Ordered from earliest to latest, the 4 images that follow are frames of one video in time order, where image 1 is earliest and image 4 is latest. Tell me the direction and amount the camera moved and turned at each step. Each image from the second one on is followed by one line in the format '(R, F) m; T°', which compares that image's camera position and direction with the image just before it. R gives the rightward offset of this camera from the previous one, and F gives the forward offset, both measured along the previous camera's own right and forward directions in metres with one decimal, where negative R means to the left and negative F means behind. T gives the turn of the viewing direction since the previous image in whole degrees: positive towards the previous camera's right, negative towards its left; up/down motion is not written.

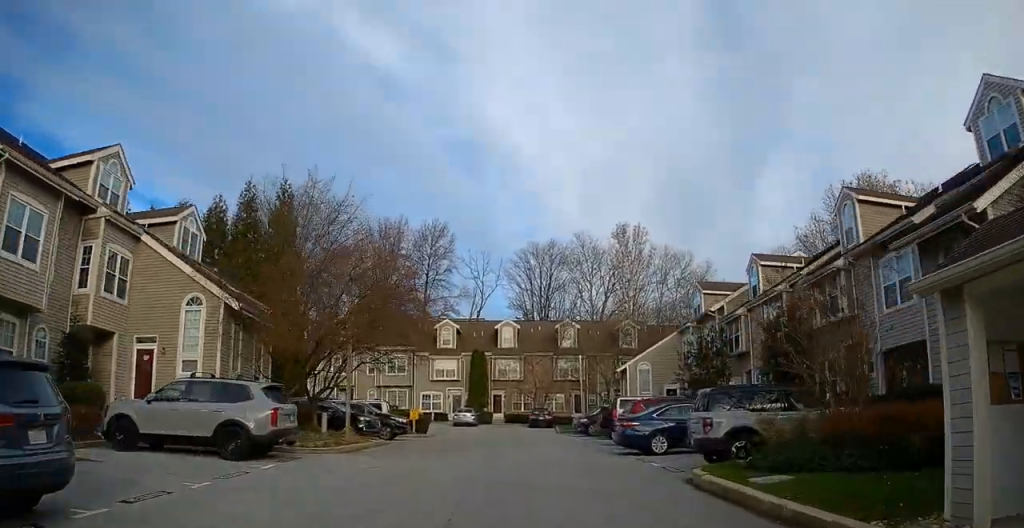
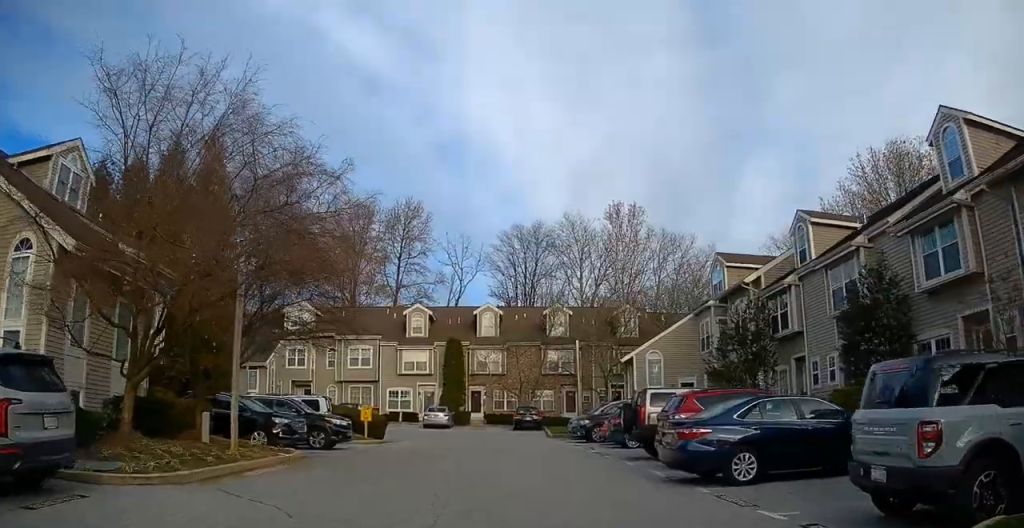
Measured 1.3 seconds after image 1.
(+0.1, +7.9) m; +2°
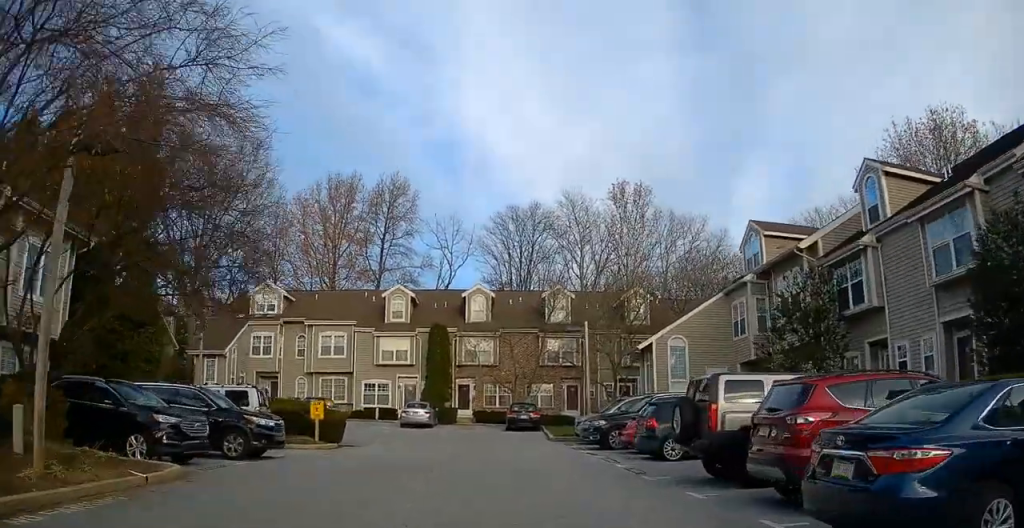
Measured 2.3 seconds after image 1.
(0.0, +6.3) m; +1°
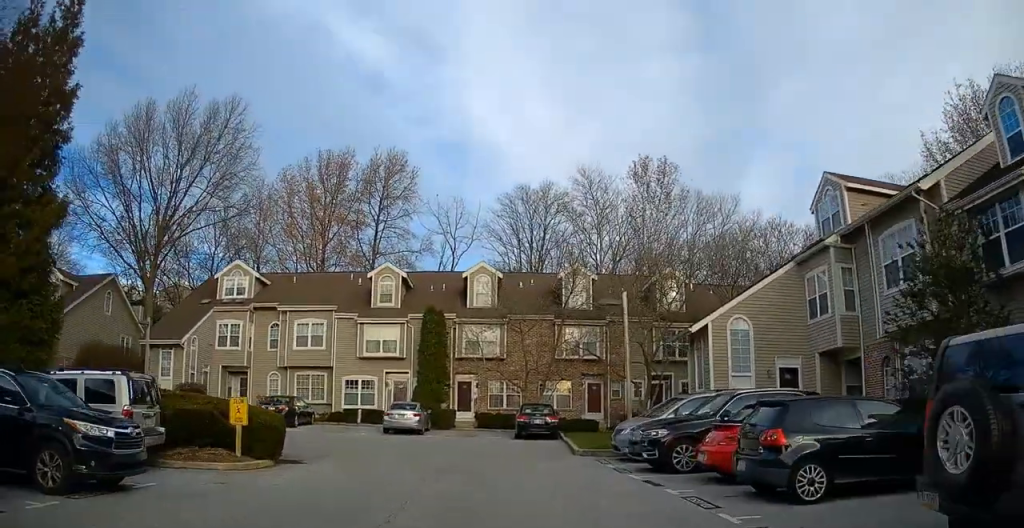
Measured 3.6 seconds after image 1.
(+0.1, +7.2) m; -2°
